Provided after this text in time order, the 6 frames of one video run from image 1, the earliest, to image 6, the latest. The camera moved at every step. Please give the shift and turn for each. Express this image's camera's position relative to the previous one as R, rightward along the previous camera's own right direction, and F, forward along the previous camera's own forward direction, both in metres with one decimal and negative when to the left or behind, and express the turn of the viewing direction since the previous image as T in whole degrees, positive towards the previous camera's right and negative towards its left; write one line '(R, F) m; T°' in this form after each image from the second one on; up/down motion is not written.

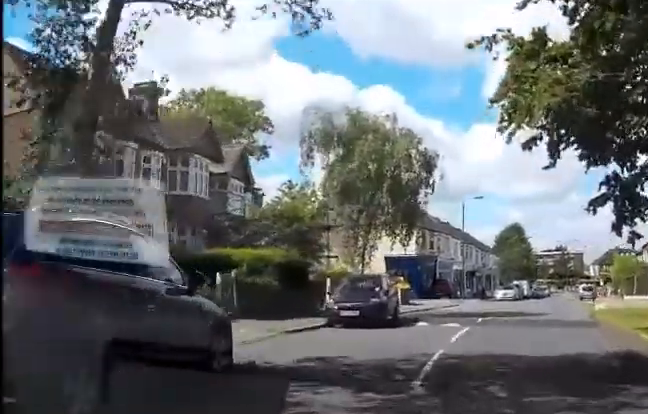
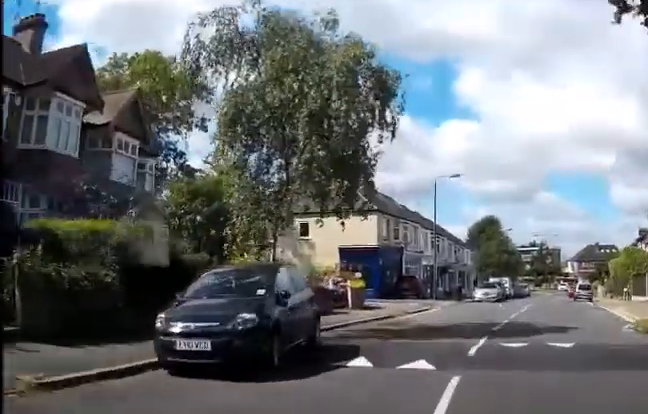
(-0.3, +9.5) m; -1°
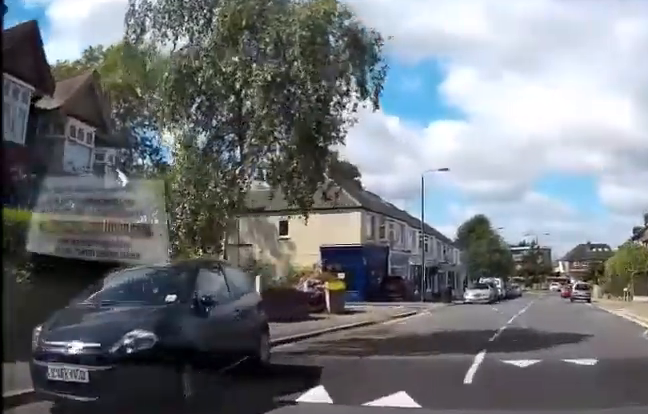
(0.0, +2.8) m; +1°
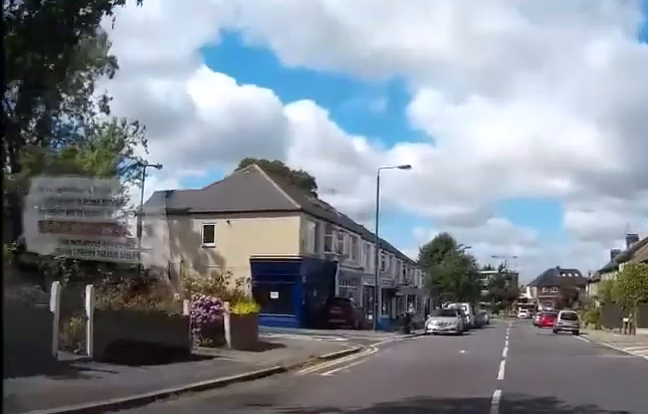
(+0.1, +8.0) m; +3°
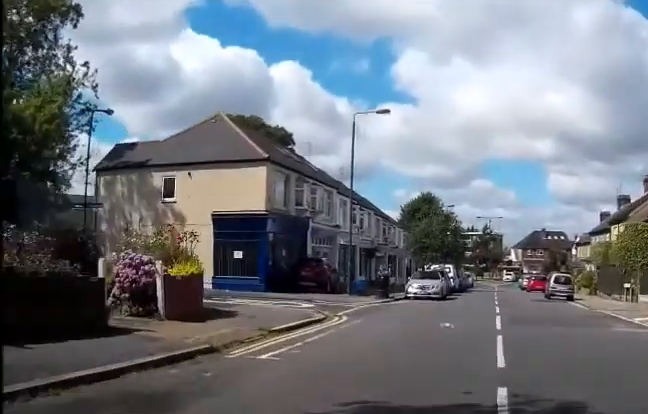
(+0.1, +3.5) m; +1°
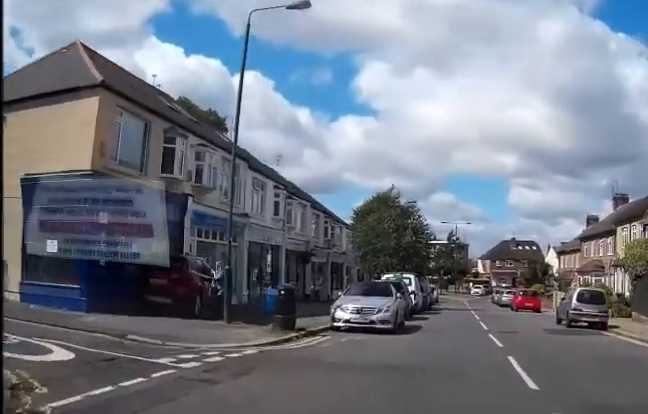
(+0.6, +12.6) m; +10°
